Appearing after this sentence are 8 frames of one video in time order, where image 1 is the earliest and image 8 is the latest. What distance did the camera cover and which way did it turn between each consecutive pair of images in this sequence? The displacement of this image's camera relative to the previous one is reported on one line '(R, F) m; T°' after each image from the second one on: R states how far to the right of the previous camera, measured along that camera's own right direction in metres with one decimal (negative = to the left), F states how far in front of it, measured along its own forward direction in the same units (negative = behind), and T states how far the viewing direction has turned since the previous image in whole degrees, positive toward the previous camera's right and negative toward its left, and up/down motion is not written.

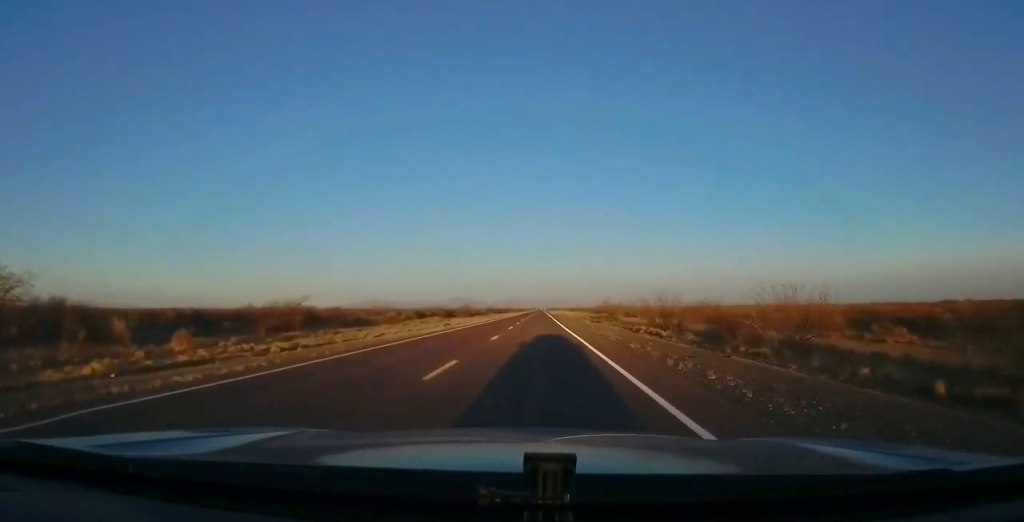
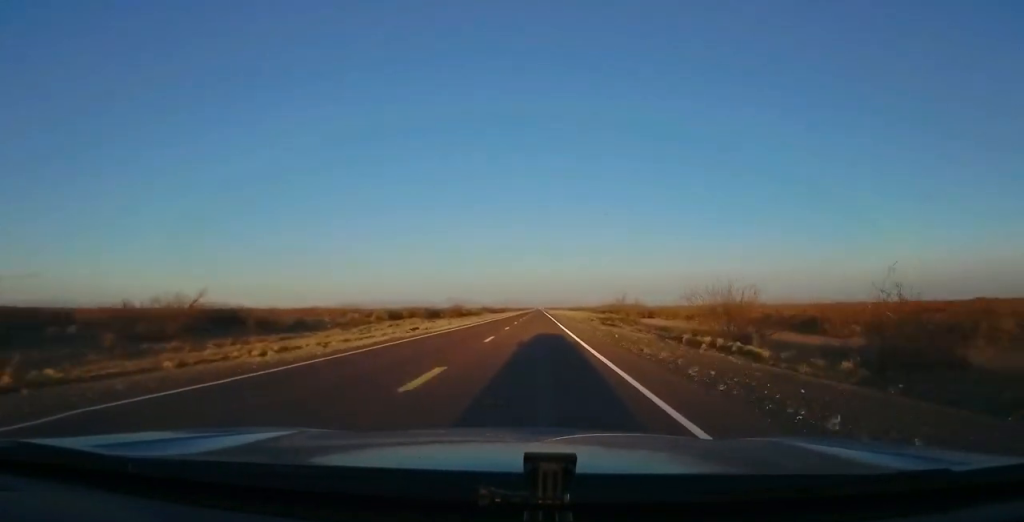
(+0.3, +13.8) m; 0°
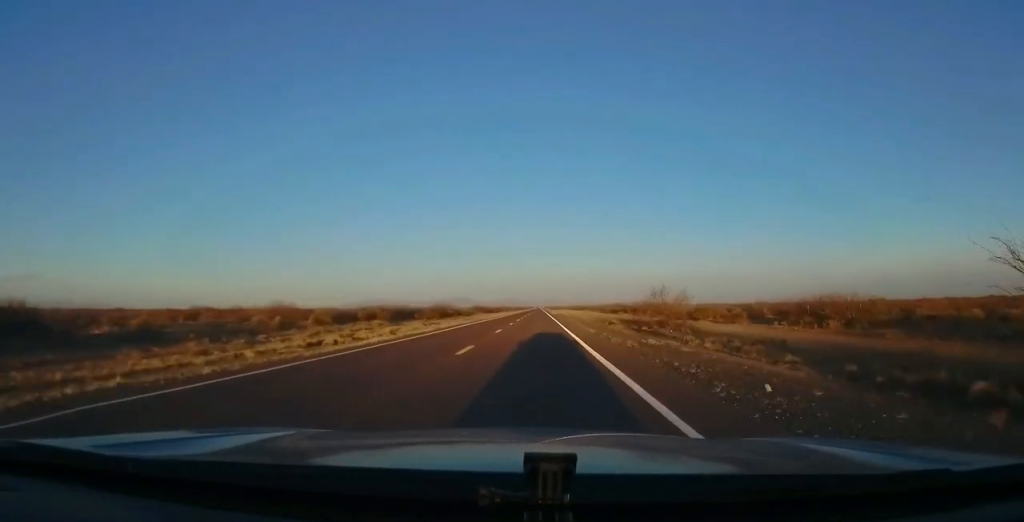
(0.0, +18.7) m; 0°
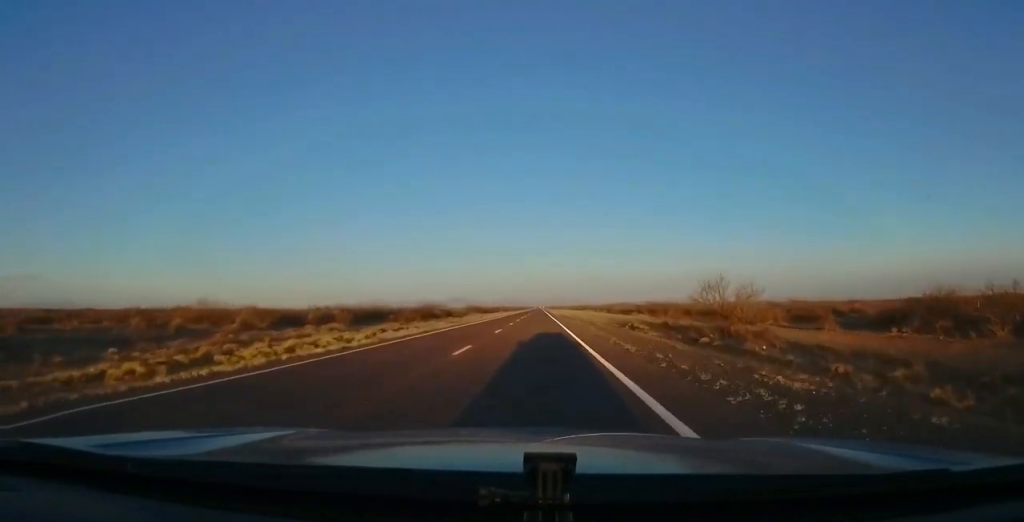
(-0.2, +12.8) m; 0°
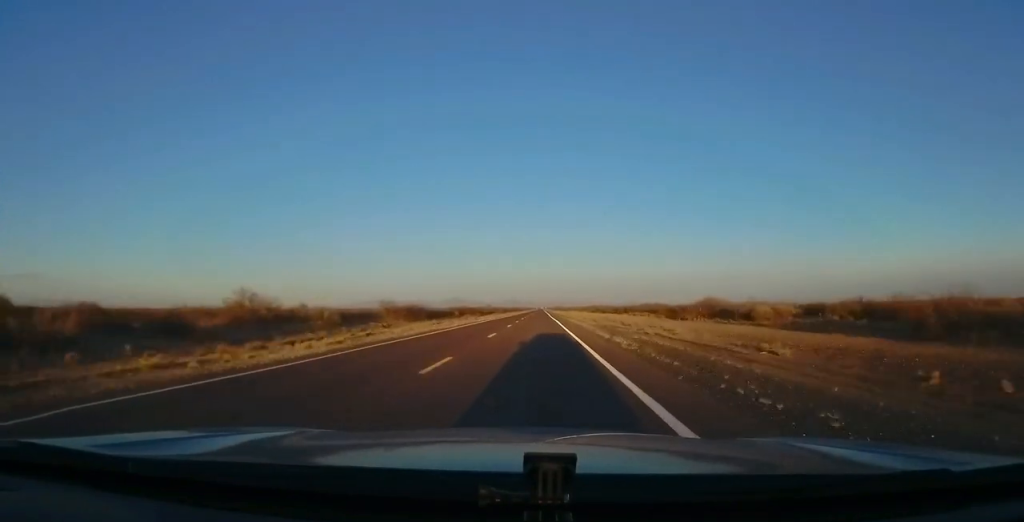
(+1.3, +78.5) m; +1°
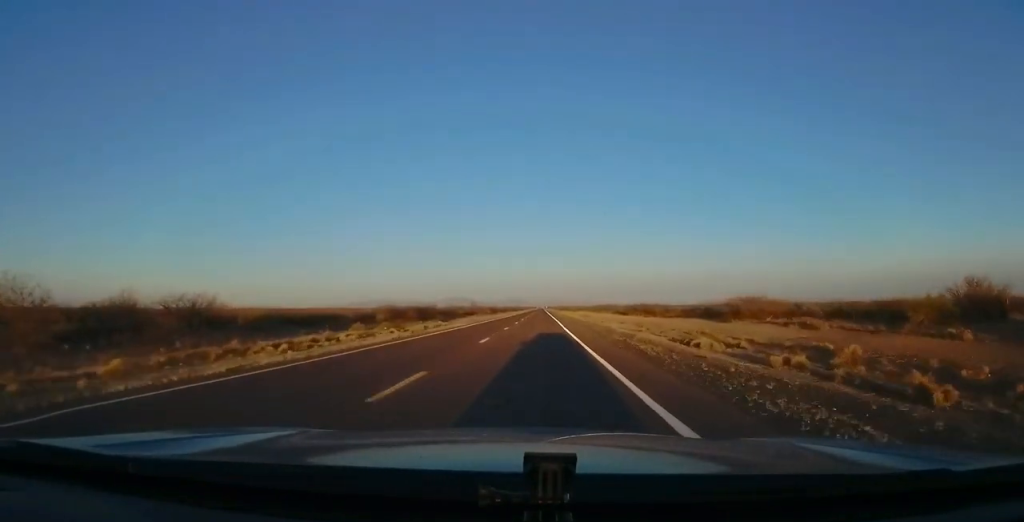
(-0.8, +52.7) m; 0°
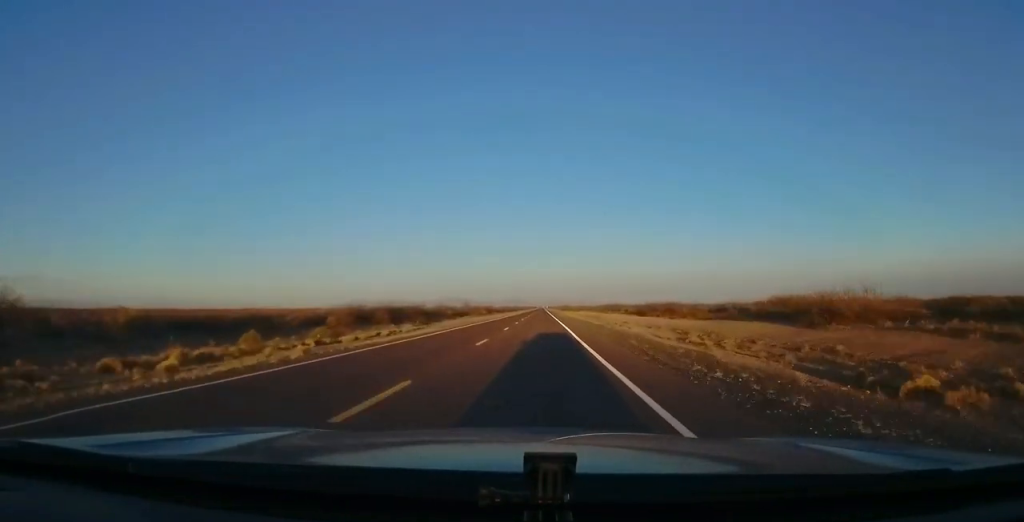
(+0.3, +13.7) m; +1°
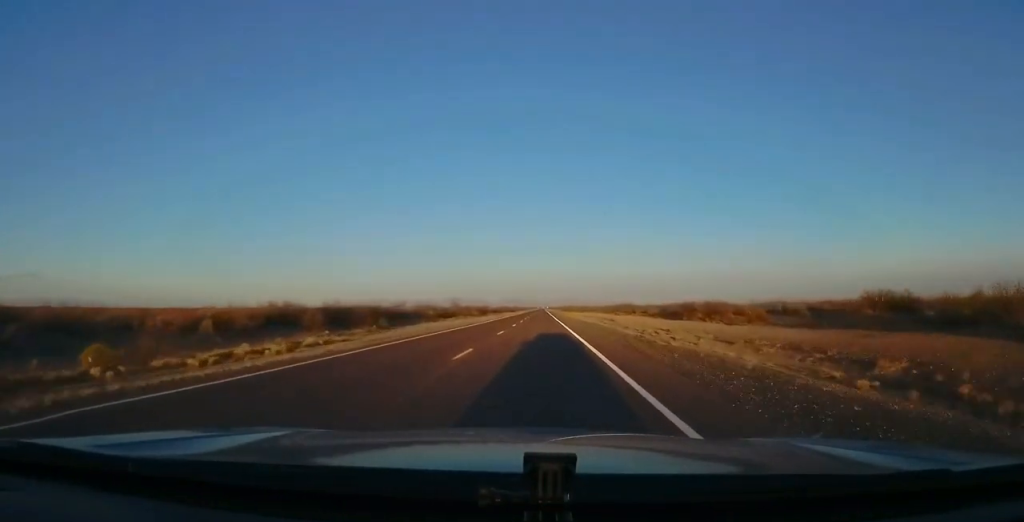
(+0.1, +17.6) m; 0°
